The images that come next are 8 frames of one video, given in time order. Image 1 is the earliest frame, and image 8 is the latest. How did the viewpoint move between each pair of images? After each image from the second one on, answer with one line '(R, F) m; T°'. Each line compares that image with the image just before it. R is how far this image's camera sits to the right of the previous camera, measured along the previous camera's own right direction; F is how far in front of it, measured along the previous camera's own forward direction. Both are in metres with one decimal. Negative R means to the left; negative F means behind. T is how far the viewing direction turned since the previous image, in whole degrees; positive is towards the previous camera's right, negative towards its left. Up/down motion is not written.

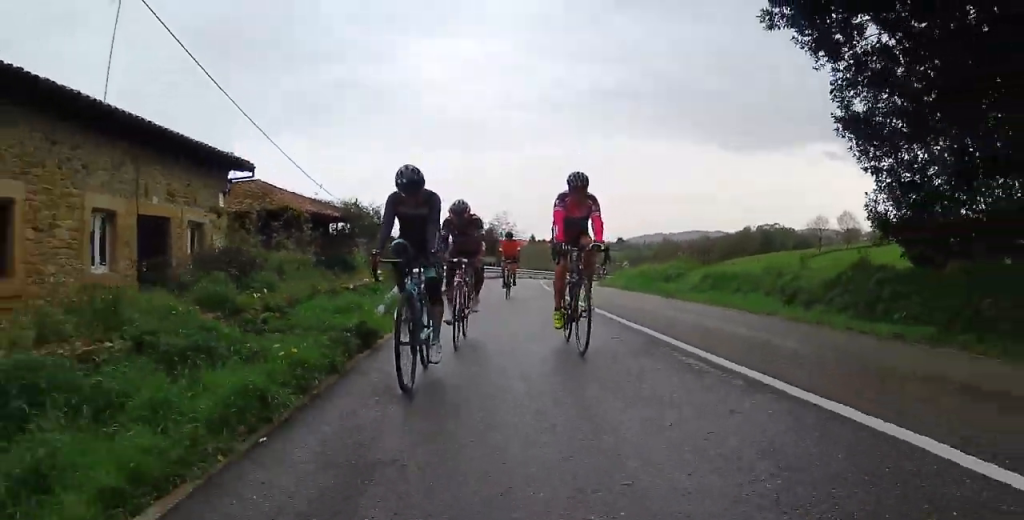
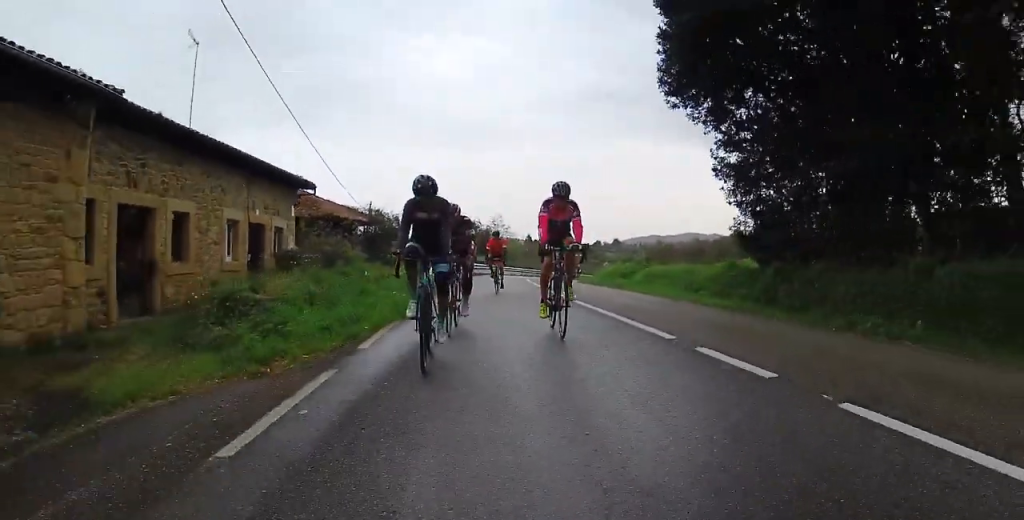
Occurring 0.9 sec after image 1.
(0.0, +5.7) m; -1°
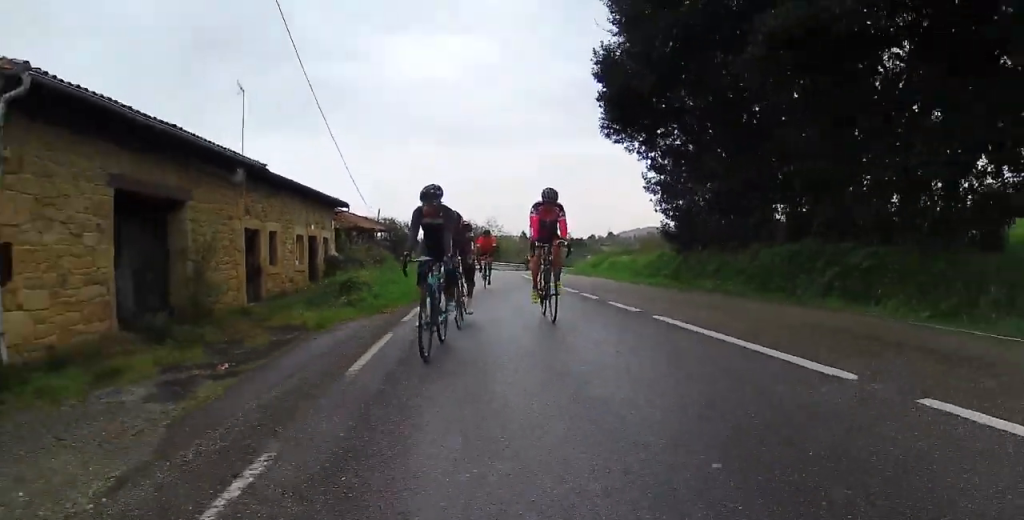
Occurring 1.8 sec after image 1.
(-0.1, +6.0) m; -2°
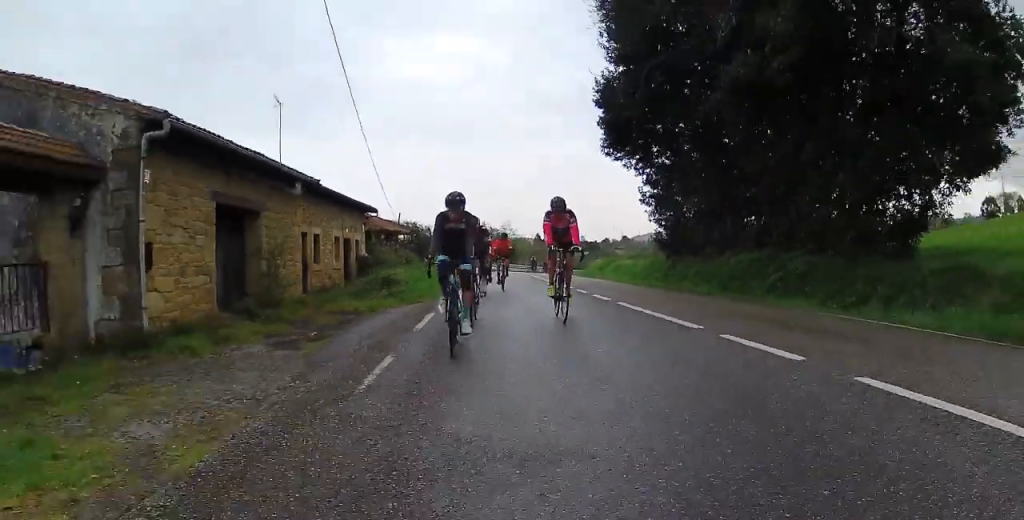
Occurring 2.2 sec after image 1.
(-0.1, +2.9) m; -1°
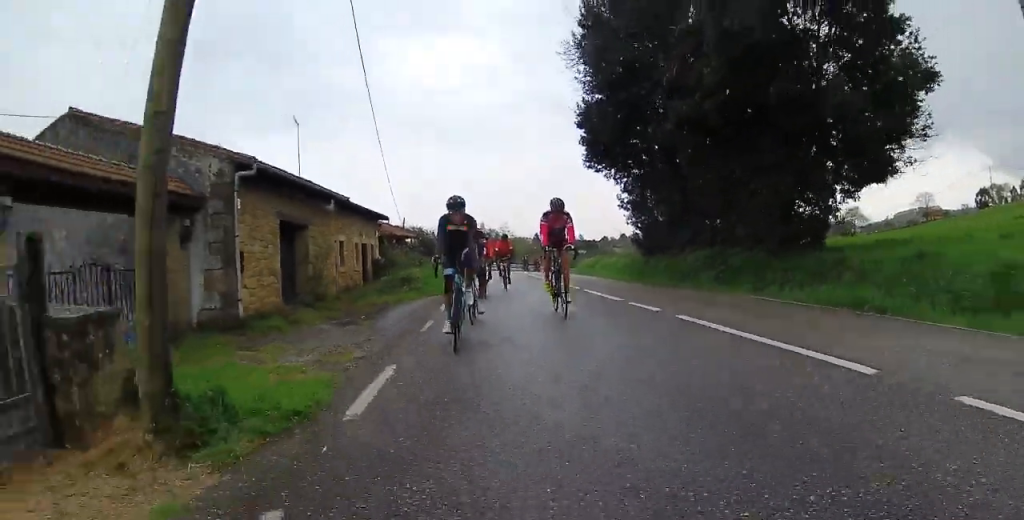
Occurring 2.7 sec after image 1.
(0.0, +3.7) m; 0°
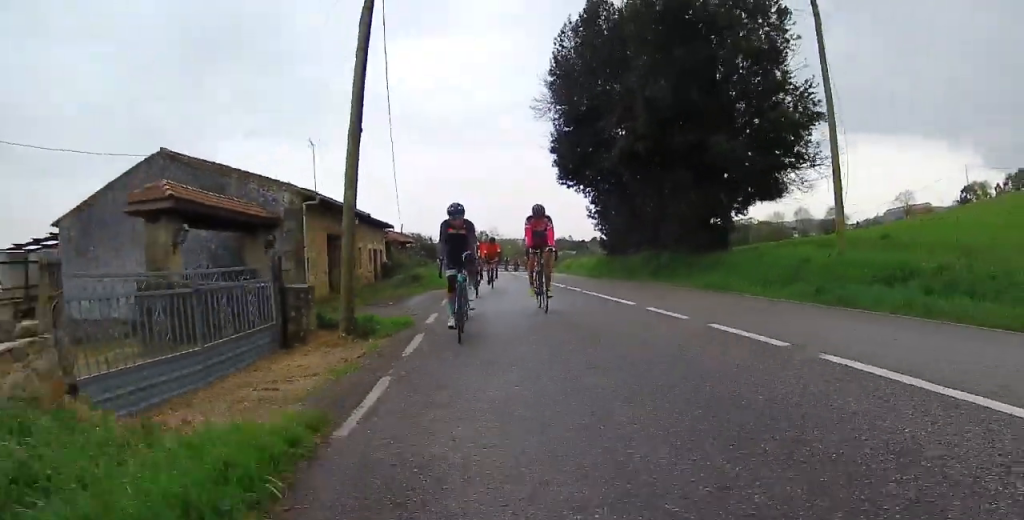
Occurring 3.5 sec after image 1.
(0.0, +5.7) m; +1°
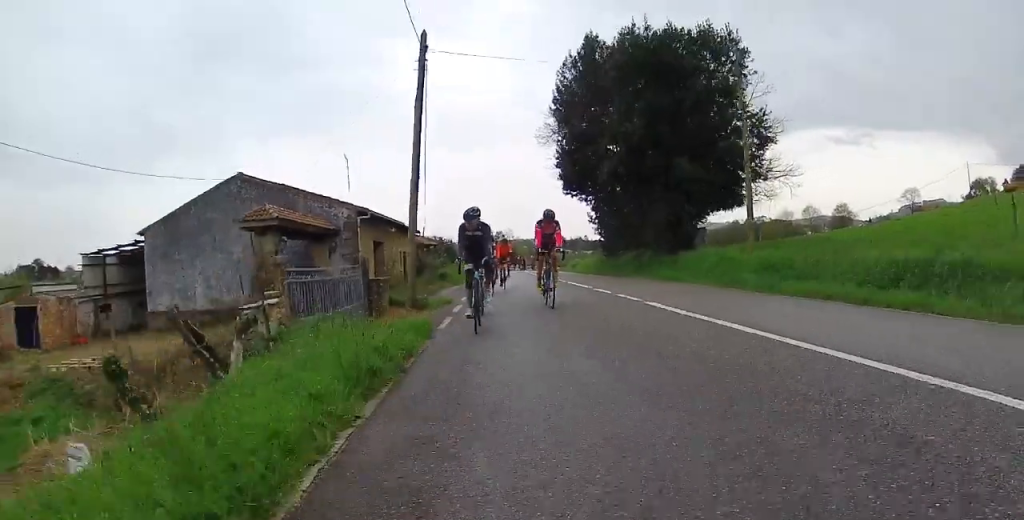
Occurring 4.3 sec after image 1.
(0.0, +5.6) m; +1°
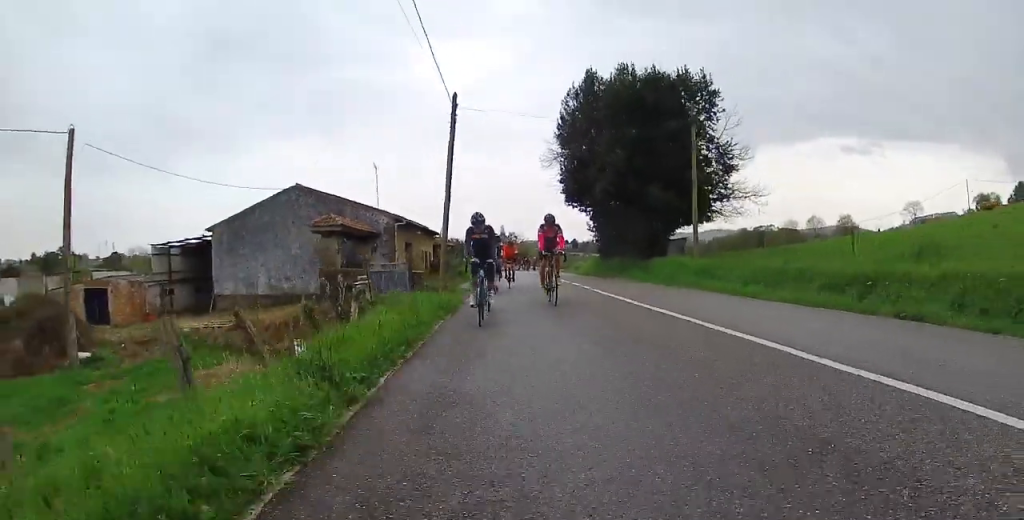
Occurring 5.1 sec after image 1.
(+0.1, +5.9) m; +1°
